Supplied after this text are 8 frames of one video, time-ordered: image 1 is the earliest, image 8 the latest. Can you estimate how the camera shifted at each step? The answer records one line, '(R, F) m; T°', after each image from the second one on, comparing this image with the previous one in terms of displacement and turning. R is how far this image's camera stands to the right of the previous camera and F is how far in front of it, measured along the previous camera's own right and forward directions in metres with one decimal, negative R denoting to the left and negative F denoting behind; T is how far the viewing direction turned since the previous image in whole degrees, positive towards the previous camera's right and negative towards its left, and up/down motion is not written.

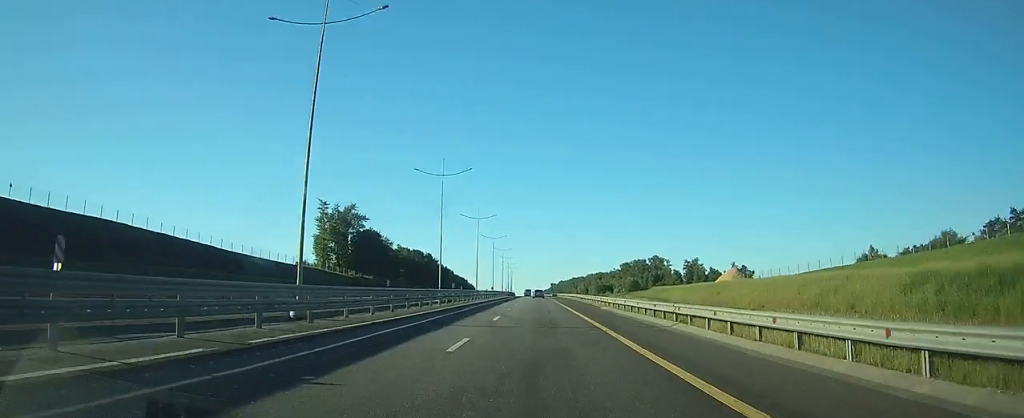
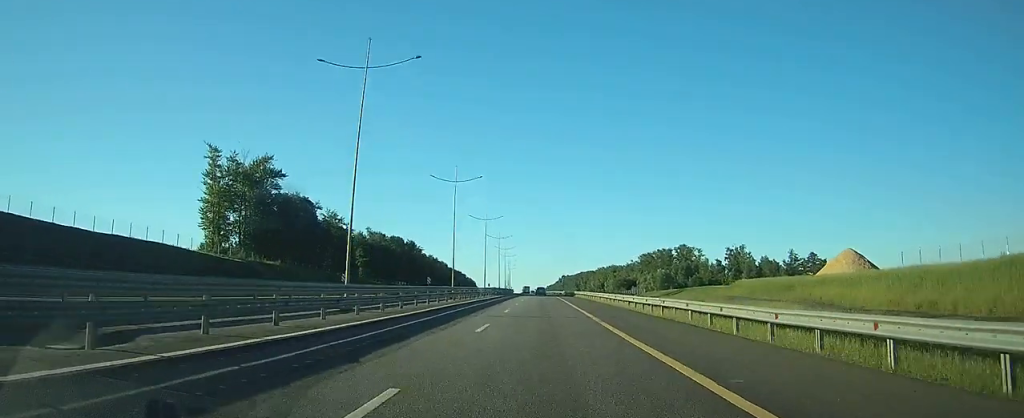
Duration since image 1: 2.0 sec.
(-0.2, +55.2) m; 0°
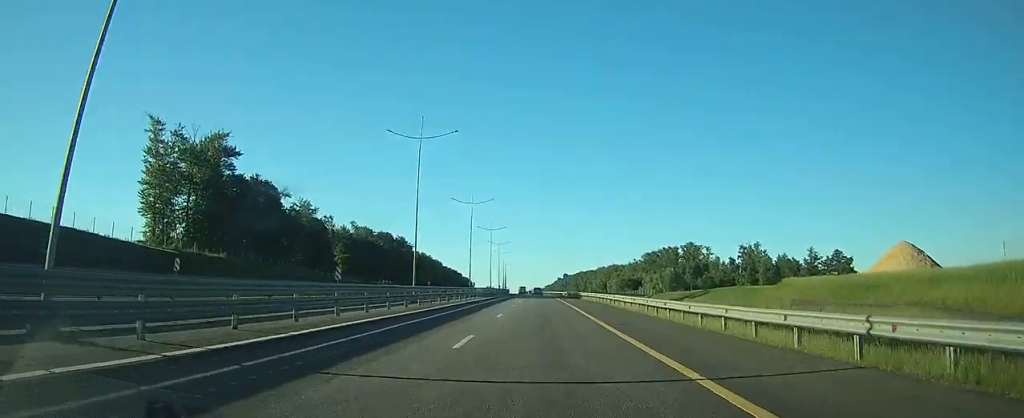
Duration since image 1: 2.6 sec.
(0.0, +16.2) m; 0°
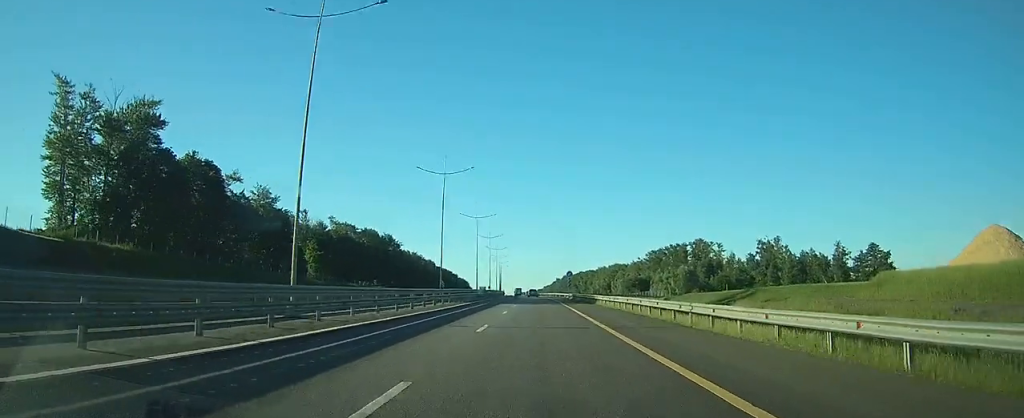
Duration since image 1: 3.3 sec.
(0.0, +19.0) m; 0°
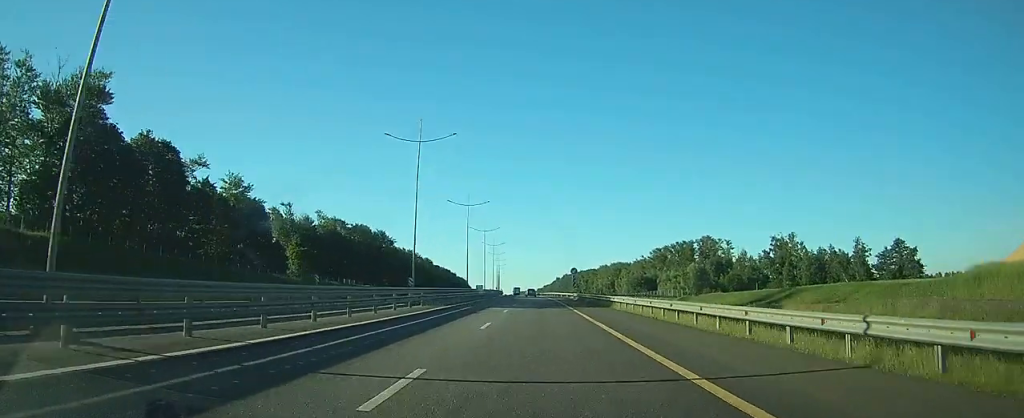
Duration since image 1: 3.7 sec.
(0.0, +10.8) m; 0°
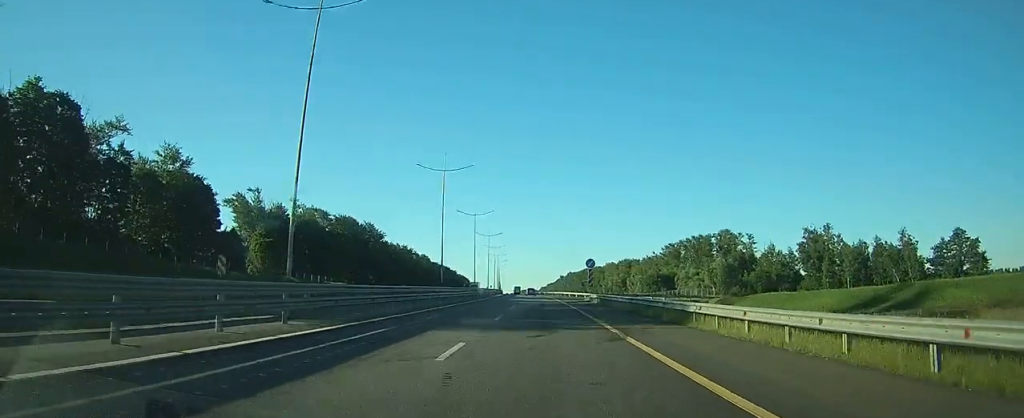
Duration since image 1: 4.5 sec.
(-0.1, +19.9) m; 0°
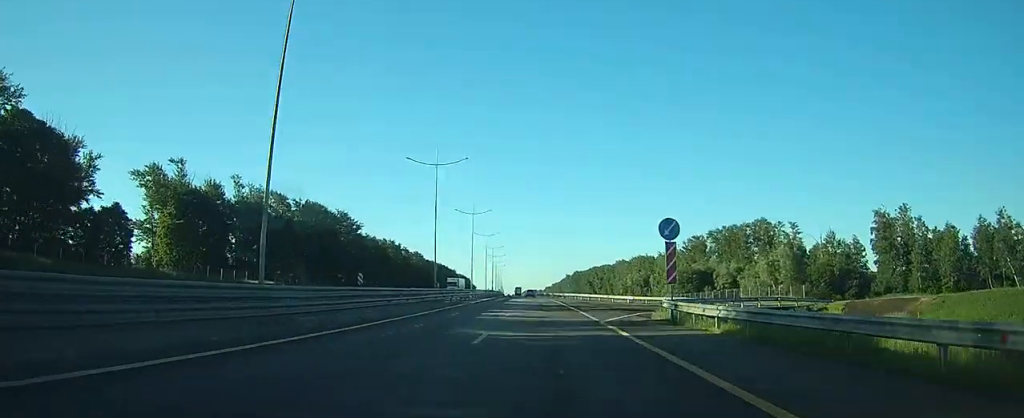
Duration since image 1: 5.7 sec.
(-0.1, +32.7) m; 0°
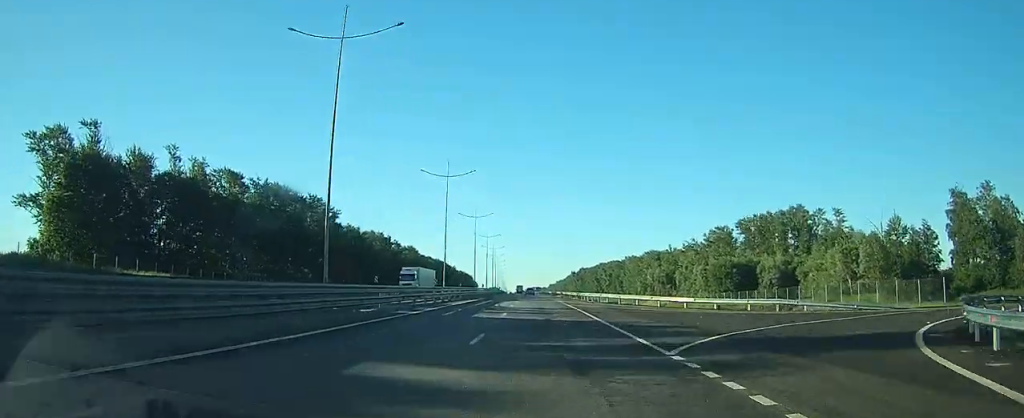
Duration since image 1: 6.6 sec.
(0.0, +24.6) m; 0°
